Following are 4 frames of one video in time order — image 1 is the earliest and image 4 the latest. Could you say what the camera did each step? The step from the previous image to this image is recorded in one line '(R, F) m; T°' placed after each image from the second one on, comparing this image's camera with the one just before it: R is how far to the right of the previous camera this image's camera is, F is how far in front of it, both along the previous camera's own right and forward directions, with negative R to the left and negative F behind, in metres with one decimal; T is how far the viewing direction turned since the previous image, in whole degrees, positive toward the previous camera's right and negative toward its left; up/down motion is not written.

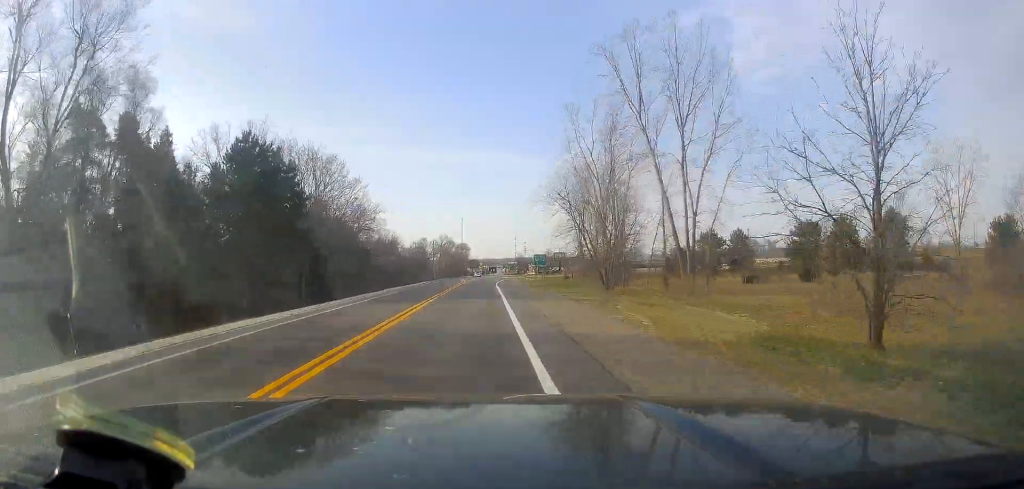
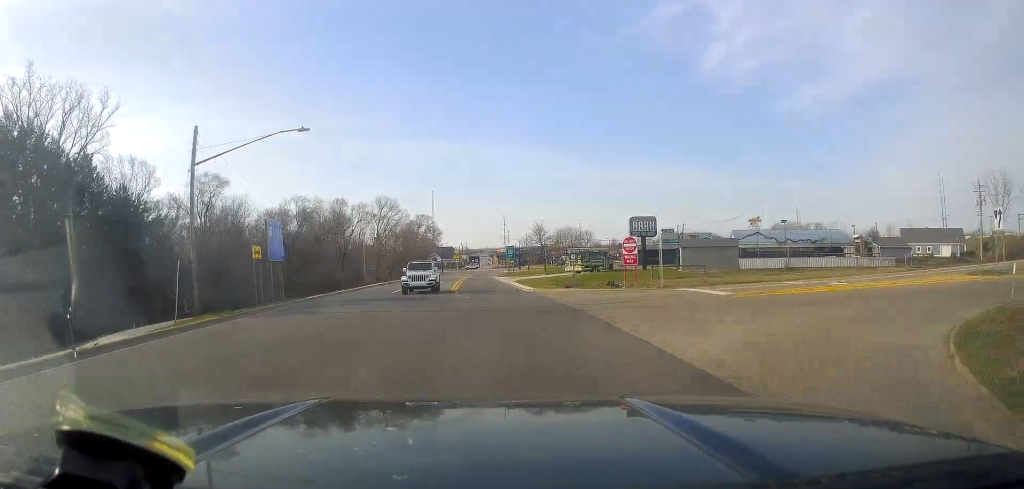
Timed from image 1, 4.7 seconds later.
(0.0, +97.6) m; +1°
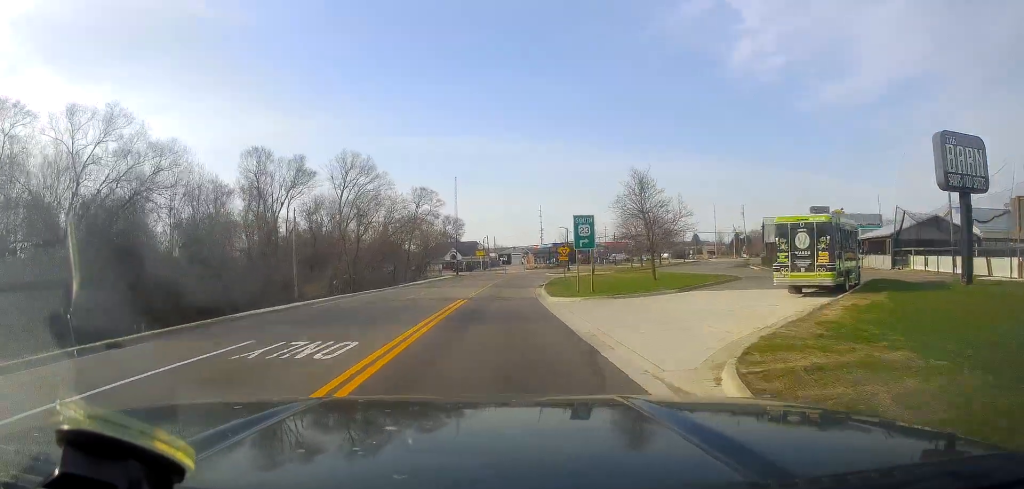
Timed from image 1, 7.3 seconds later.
(0.0, +46.4) m; 0°
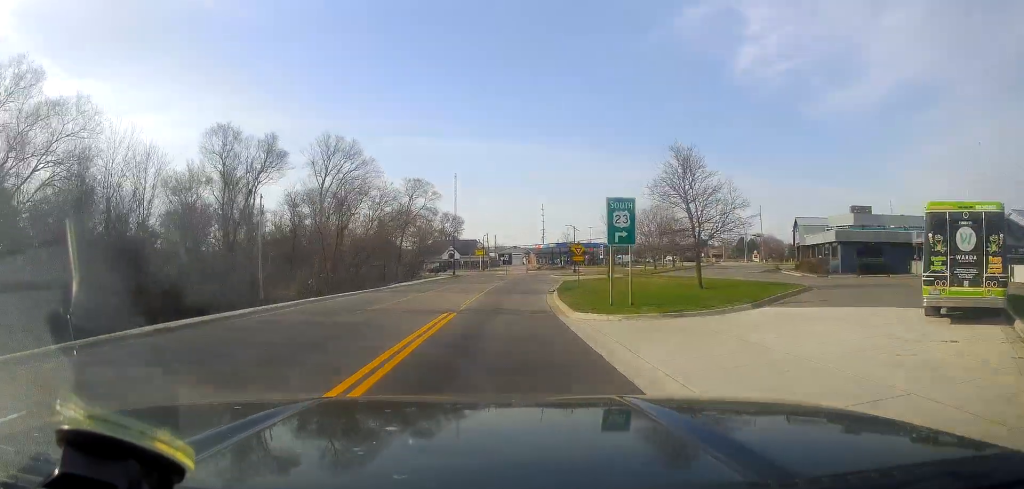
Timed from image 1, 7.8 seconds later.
(0.0, +8.3) m; -1°
